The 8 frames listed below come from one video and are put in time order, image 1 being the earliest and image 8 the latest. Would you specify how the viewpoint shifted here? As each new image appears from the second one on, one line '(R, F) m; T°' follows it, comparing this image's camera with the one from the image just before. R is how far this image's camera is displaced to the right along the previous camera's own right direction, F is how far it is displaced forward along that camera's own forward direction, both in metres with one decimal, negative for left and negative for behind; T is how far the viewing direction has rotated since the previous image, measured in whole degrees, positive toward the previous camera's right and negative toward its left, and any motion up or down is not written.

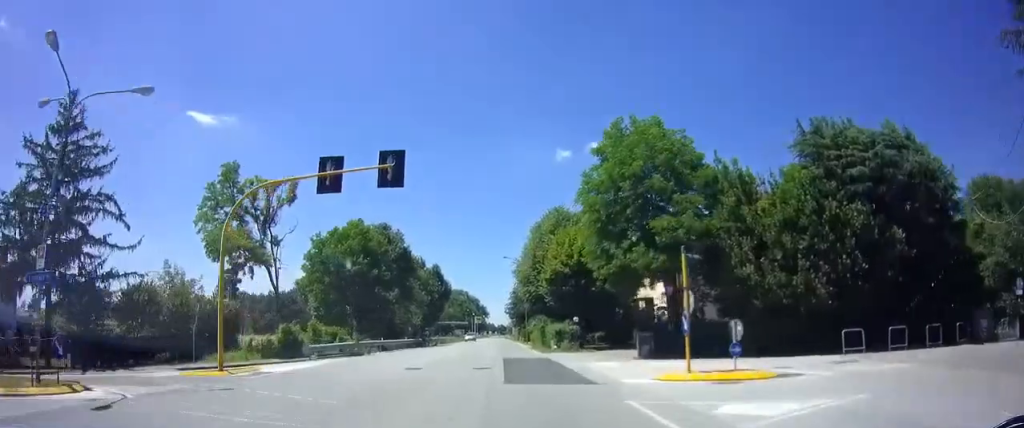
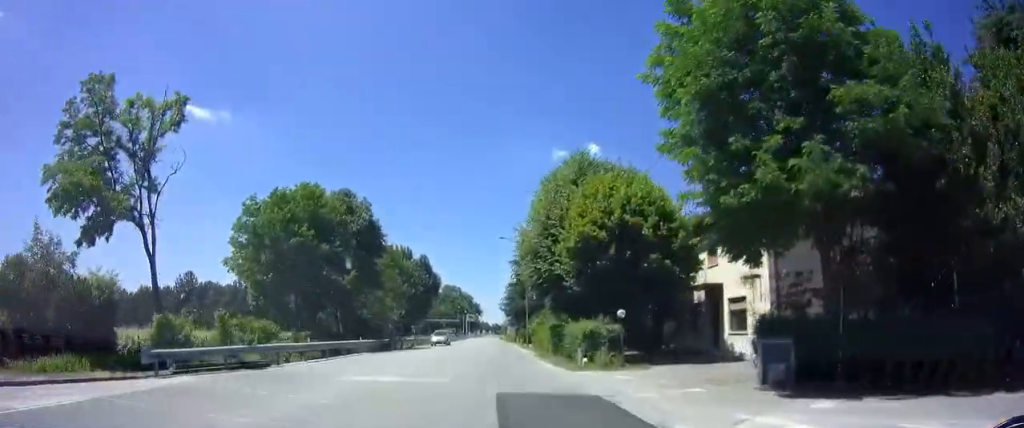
(+0.2, +13.2) m; 0°
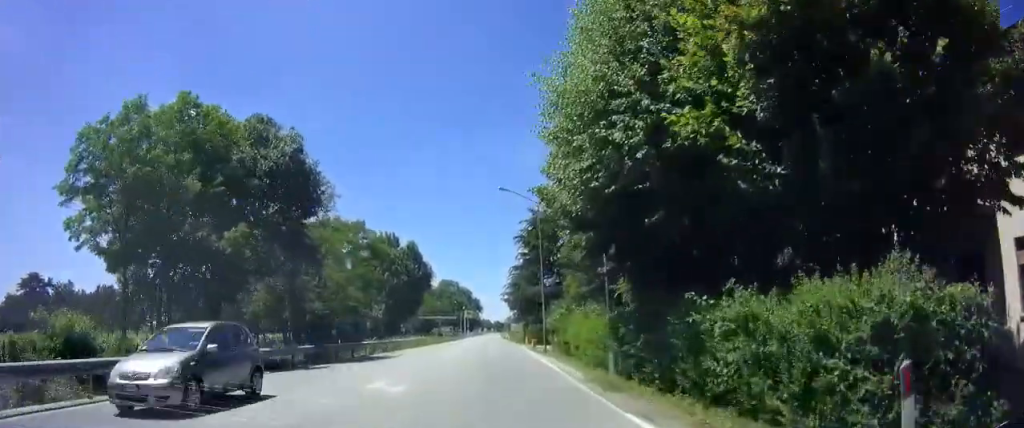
(-0.1, +16.1) m; -1°
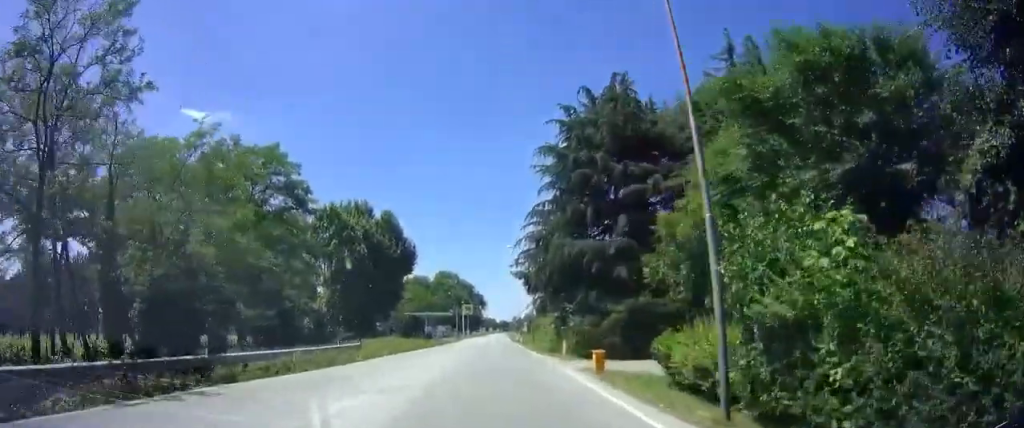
(-0.2, +26.4) m; 0°
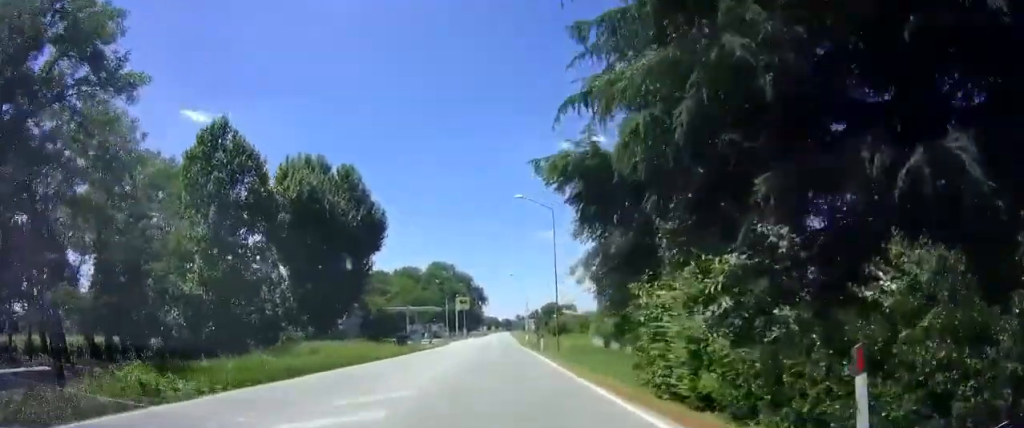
(0.0, +21.1) m; 0°
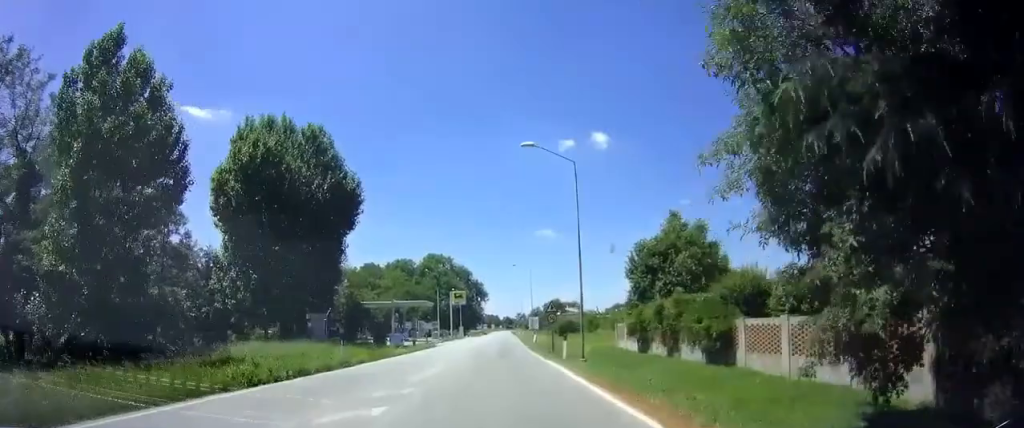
(+0.1, +10.9) m; 0°
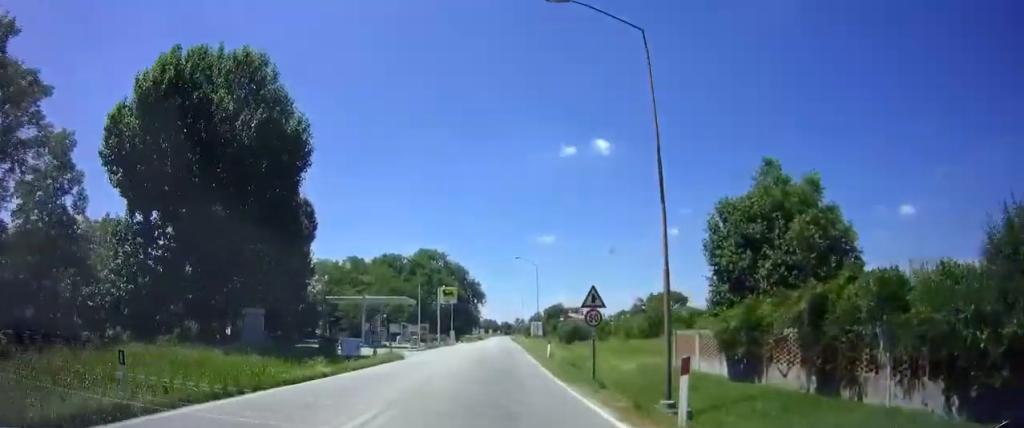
(0.0, +12.5) m; 0°
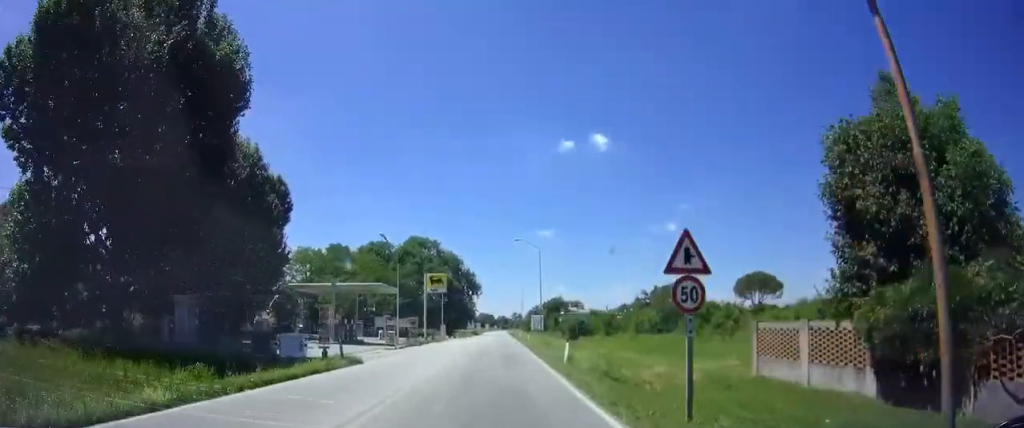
(0.0, +9.1) m; 0°
